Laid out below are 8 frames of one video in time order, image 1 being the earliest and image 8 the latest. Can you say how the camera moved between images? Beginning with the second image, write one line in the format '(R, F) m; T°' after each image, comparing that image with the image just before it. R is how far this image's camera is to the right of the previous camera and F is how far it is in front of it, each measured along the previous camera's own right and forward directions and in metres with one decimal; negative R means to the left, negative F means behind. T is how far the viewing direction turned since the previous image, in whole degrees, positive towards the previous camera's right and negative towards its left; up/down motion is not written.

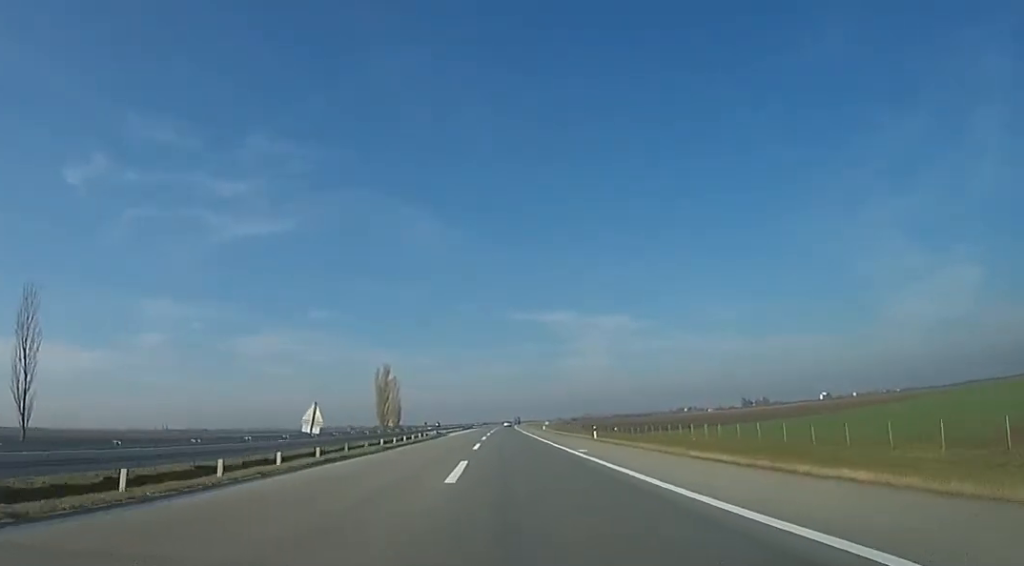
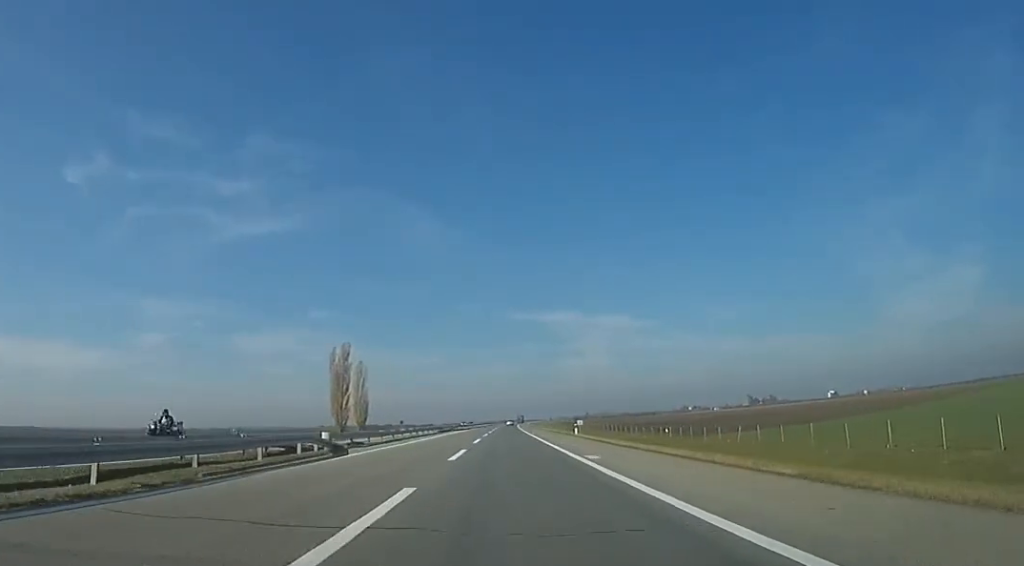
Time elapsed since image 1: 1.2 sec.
(+2.5, +40.2) m; +1°
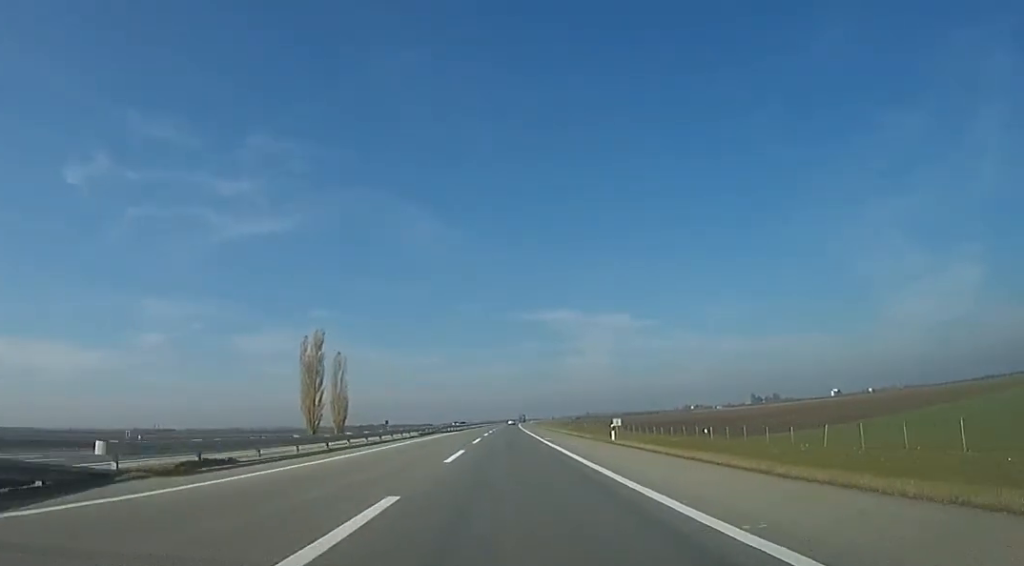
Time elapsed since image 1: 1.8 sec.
(-0.8, +16.9) m; -2°
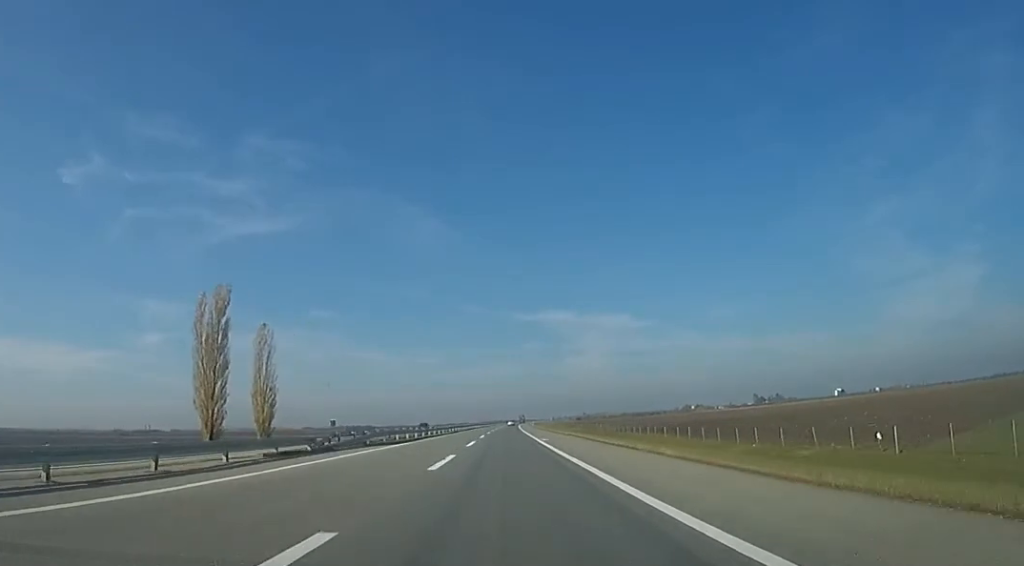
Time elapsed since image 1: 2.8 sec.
(-0.6, +34.4) m; -1°
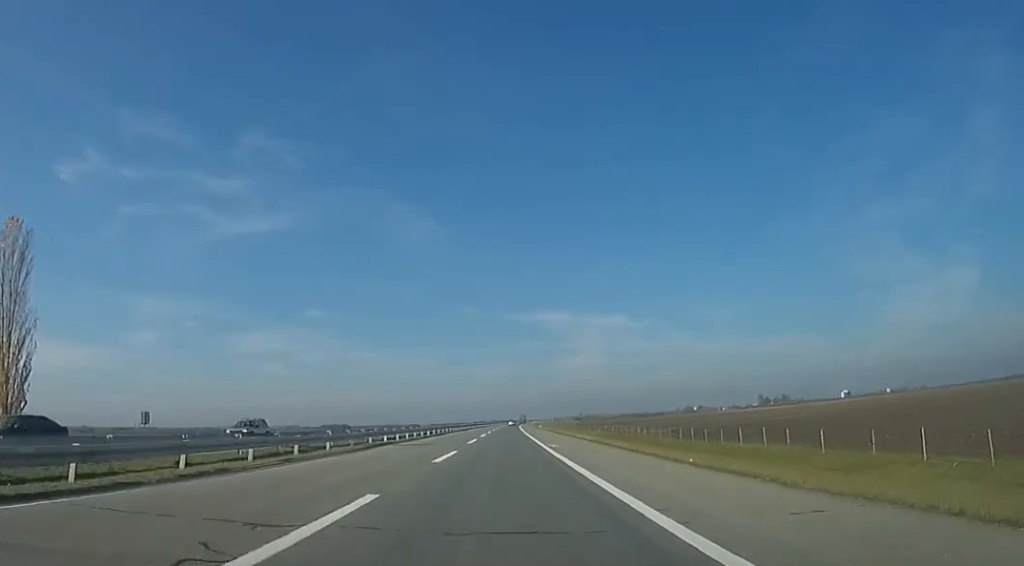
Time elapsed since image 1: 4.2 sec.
(+0.1, +44.1) m; +1°
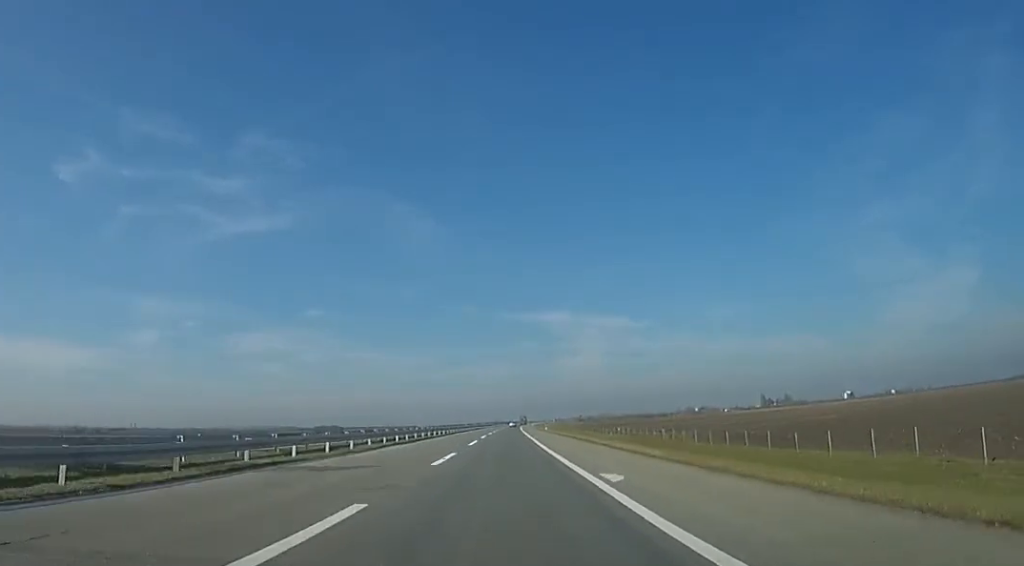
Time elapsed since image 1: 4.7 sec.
(+0.2, +16.2) m; 0°
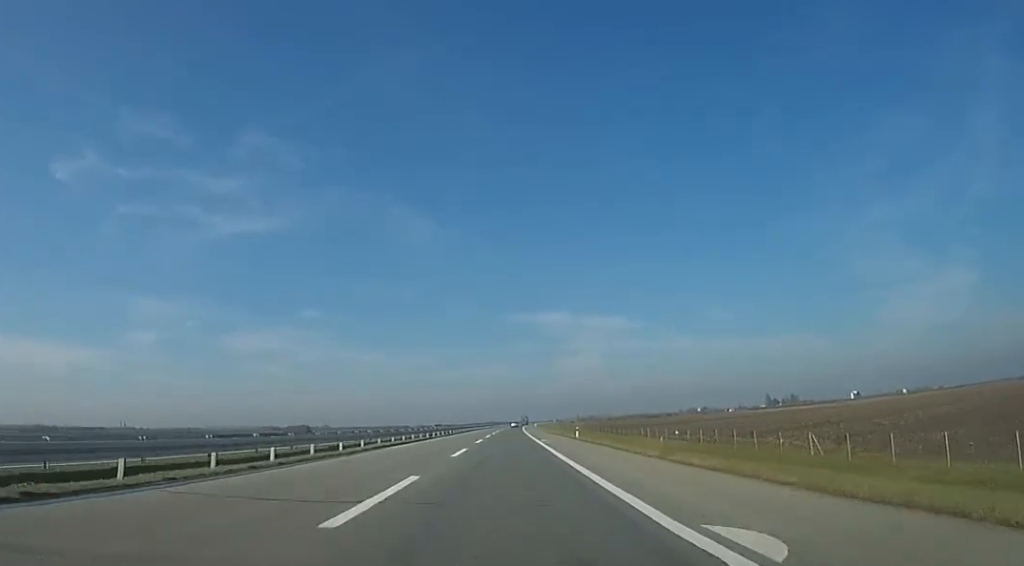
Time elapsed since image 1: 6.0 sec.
(-0.2, +42.3) m; -1°
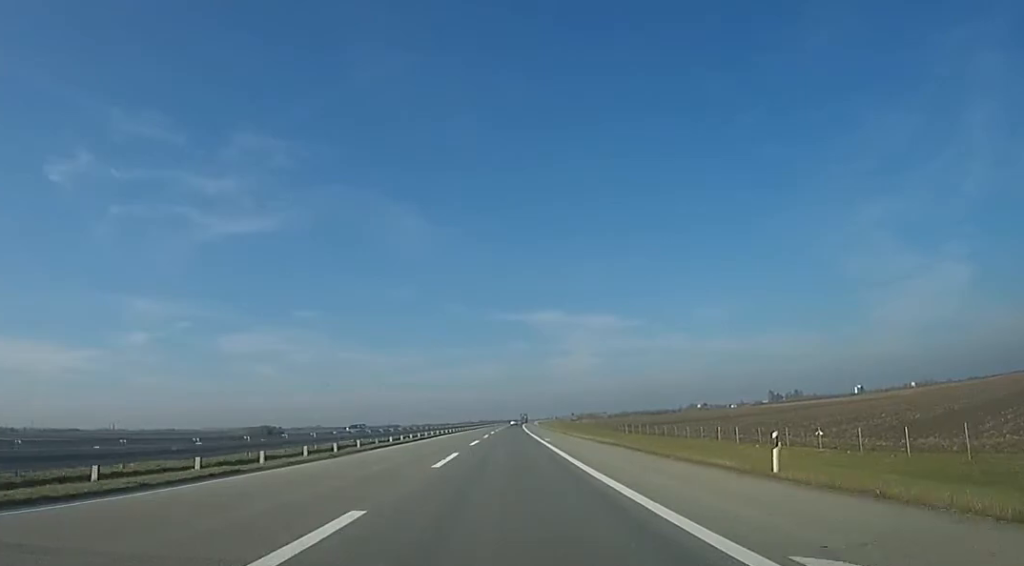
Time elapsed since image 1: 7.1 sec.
(0.0, +36.9) m; +1°
